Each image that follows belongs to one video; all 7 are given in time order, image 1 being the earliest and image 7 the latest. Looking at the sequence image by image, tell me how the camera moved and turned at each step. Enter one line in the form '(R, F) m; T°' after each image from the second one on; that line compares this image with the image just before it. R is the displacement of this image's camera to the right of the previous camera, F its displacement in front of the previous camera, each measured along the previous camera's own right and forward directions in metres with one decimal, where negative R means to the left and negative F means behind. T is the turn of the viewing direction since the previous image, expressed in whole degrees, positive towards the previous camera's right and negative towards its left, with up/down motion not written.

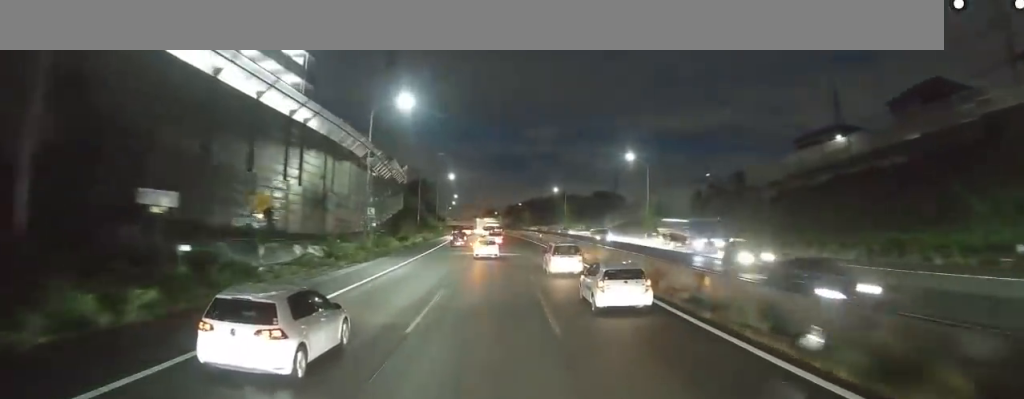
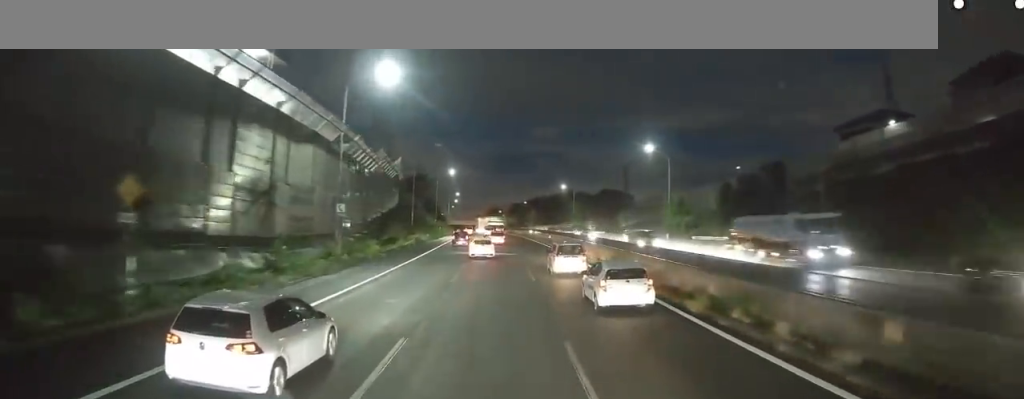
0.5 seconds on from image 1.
(-0.2, +8.9) m; -1°
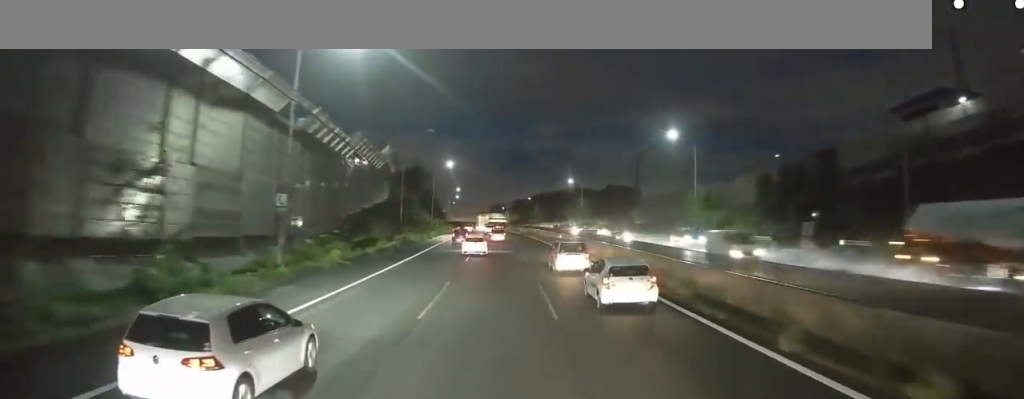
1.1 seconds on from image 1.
(0.0, +9.6) m; 0°
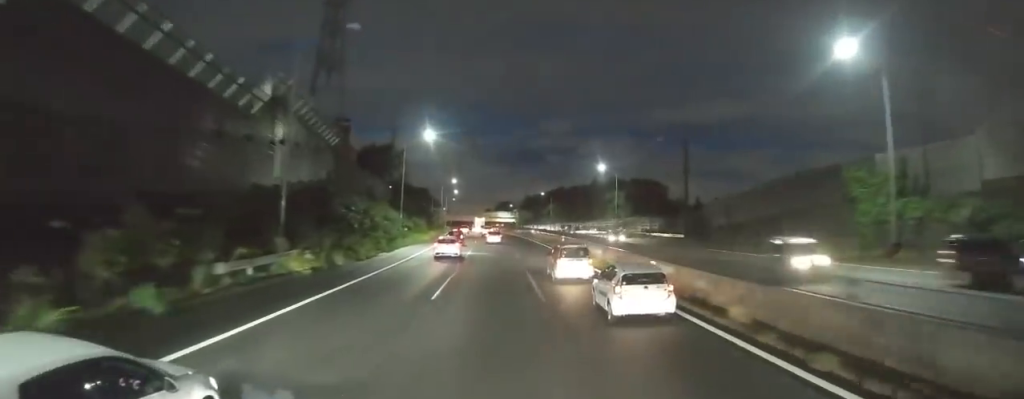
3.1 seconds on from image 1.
(0.0, +34.6) m; 0°
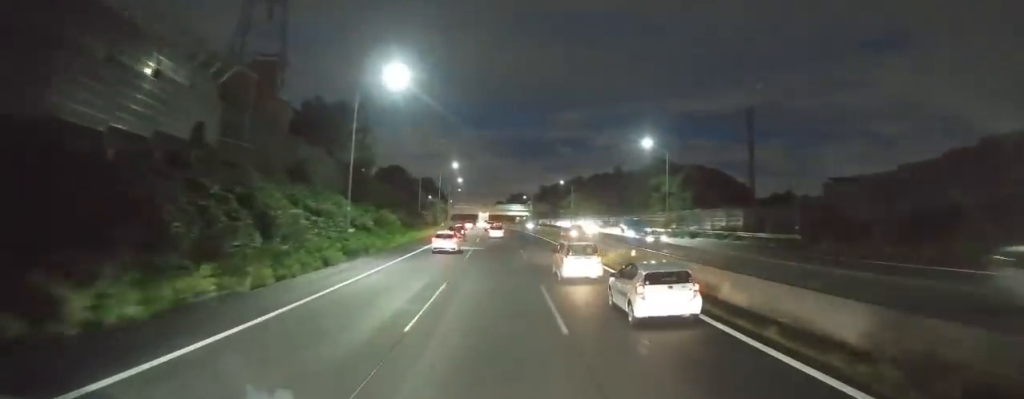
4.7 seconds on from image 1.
(-0.1, +26.2) m; -1°
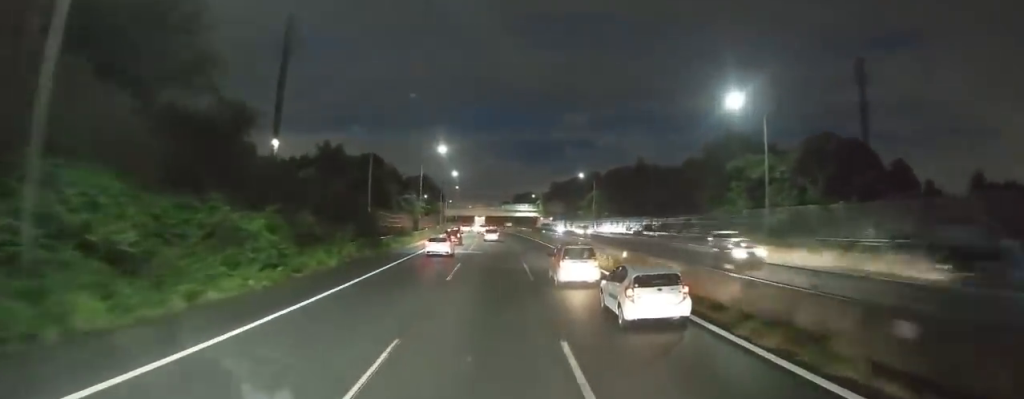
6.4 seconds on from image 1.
(+0.3, +29.8) m; -1°
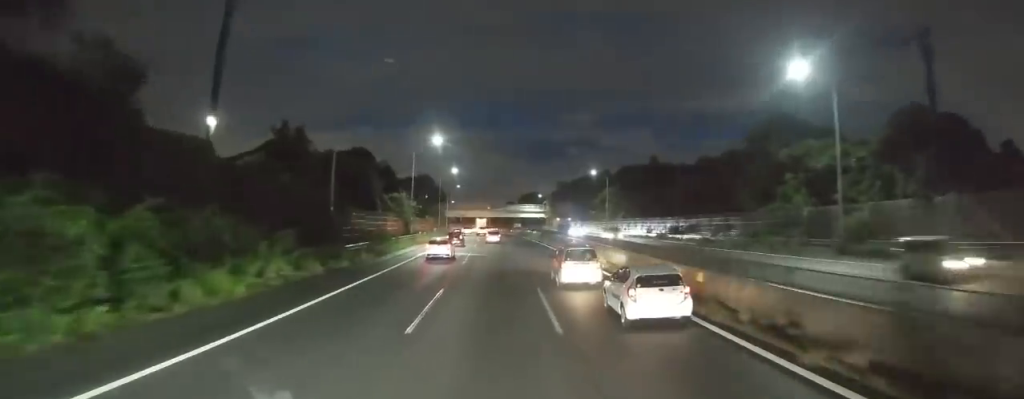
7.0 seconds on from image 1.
(-0.5, +11.0) m; -1°
